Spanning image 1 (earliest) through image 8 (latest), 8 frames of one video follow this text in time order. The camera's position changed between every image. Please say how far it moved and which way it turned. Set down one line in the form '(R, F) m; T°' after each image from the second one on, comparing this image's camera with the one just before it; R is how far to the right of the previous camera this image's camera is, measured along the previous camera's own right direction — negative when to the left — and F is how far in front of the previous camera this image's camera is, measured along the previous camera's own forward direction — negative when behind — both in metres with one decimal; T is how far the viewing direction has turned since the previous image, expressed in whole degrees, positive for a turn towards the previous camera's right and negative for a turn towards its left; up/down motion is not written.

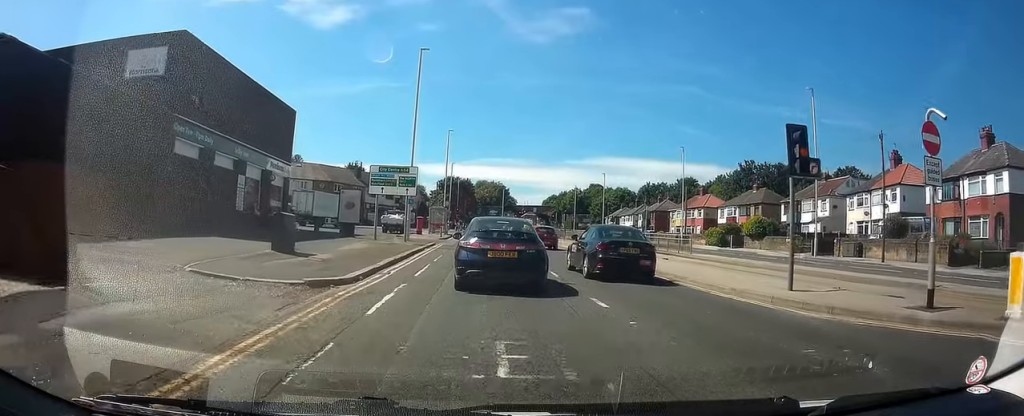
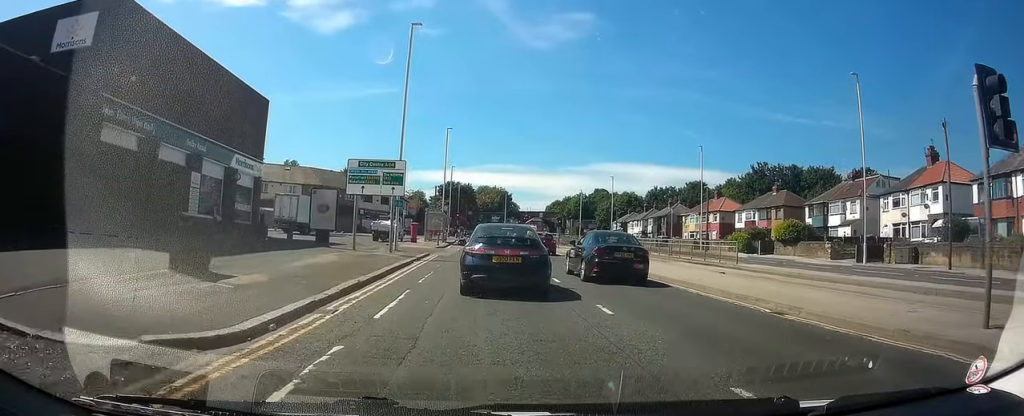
(+0.1, +6.1) m; +1°
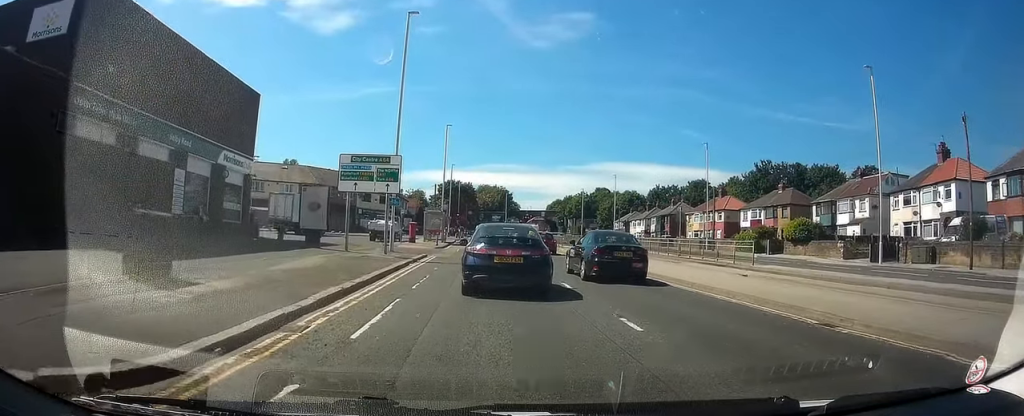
(0.0, +1.6) m; 0°
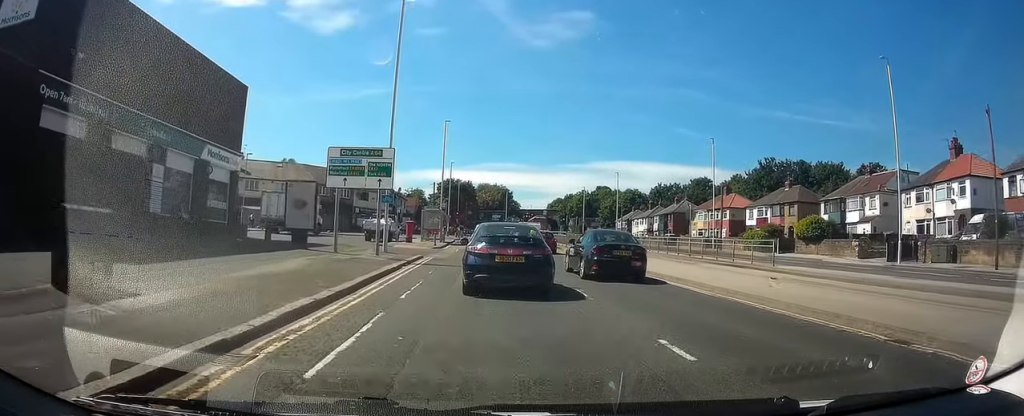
(0.0, +1.9) m; 0°
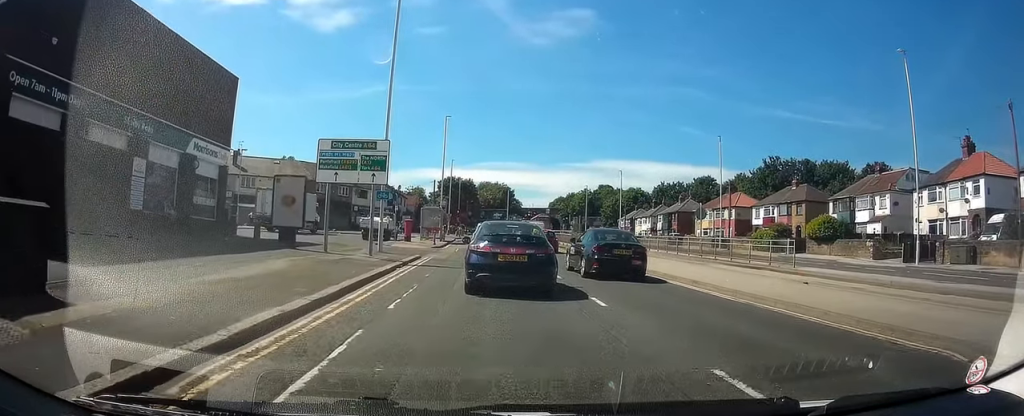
(0.0, +1.6) m; 0°
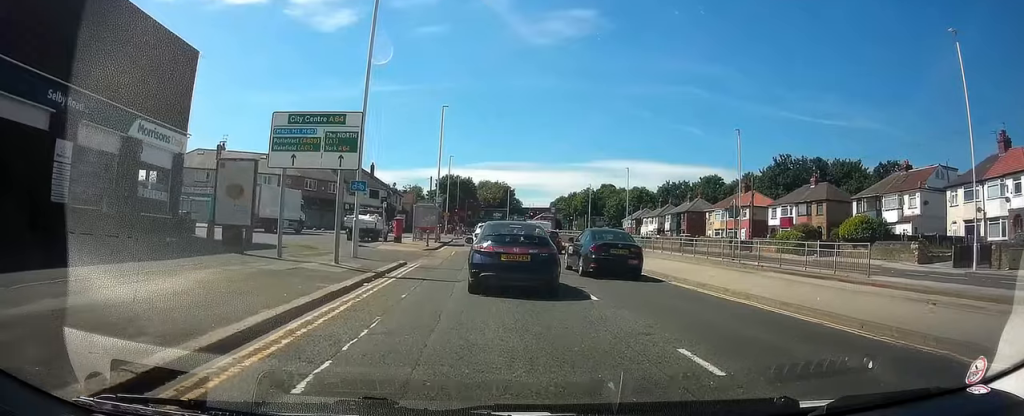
(0.0, +5.1) m; -5°
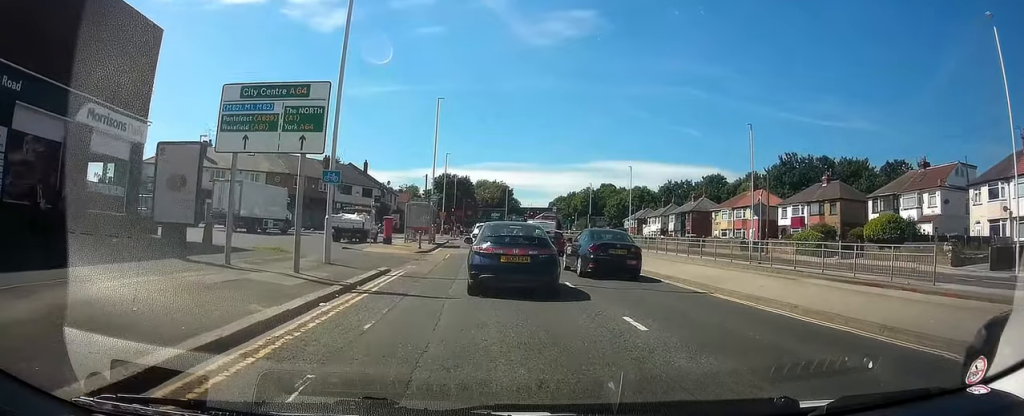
(-0.3, +3.2) m; +2°
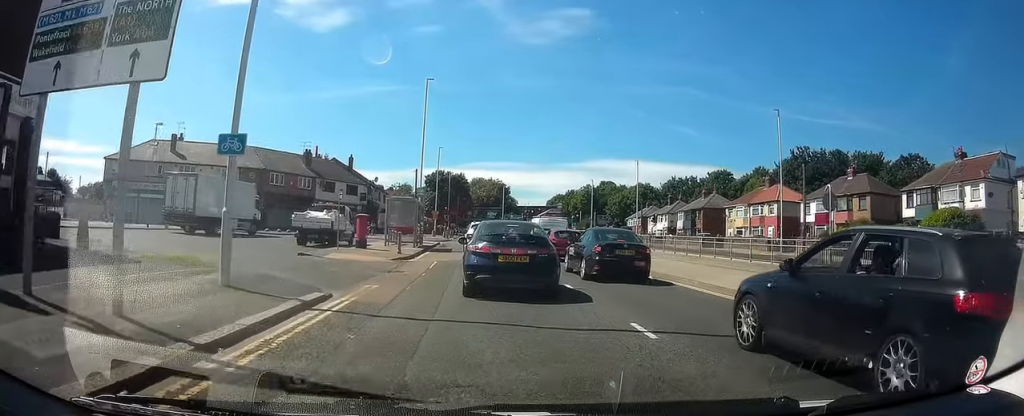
(+0.1, +6.0) m; -1°
